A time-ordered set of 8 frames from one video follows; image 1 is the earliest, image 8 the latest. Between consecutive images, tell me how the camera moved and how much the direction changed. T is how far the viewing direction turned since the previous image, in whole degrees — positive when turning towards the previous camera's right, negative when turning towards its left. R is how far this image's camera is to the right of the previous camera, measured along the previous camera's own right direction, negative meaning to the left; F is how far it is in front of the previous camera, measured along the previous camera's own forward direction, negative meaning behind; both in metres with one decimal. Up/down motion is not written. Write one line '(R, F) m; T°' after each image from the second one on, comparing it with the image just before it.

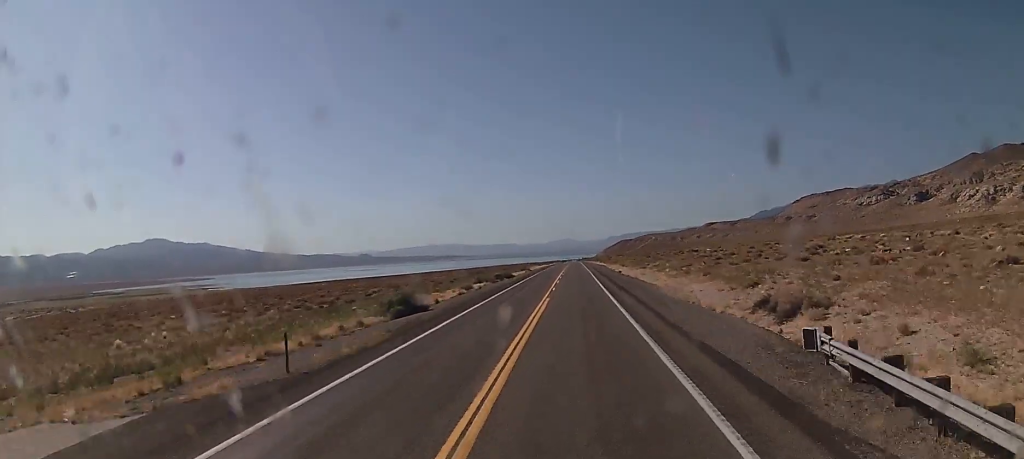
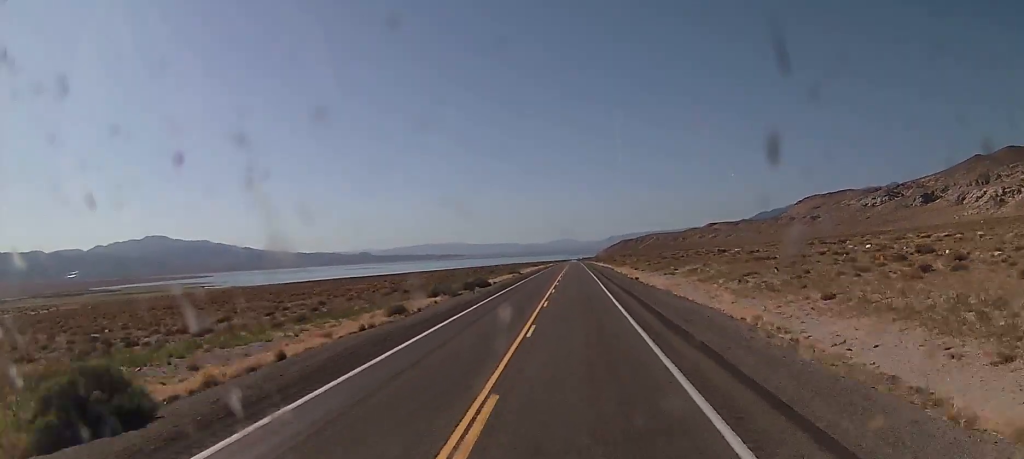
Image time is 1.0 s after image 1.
(0.0, +27.6) m; 0°
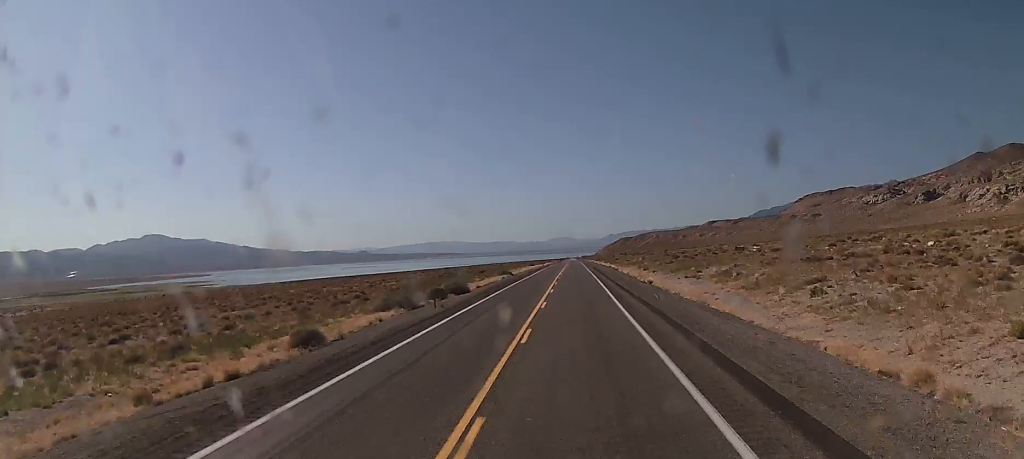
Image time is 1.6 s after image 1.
(0.0, +14.2) m; 0°
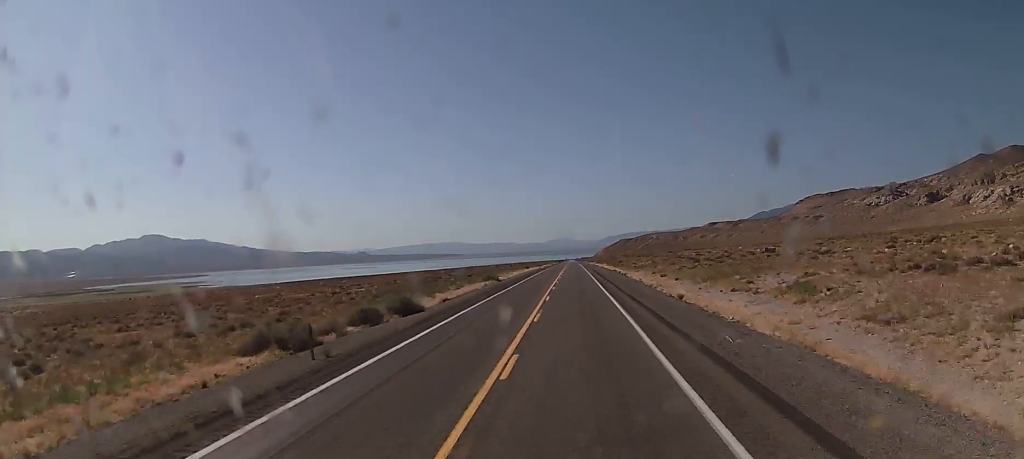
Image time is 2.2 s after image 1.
(0.0, +17.8) m; 0°
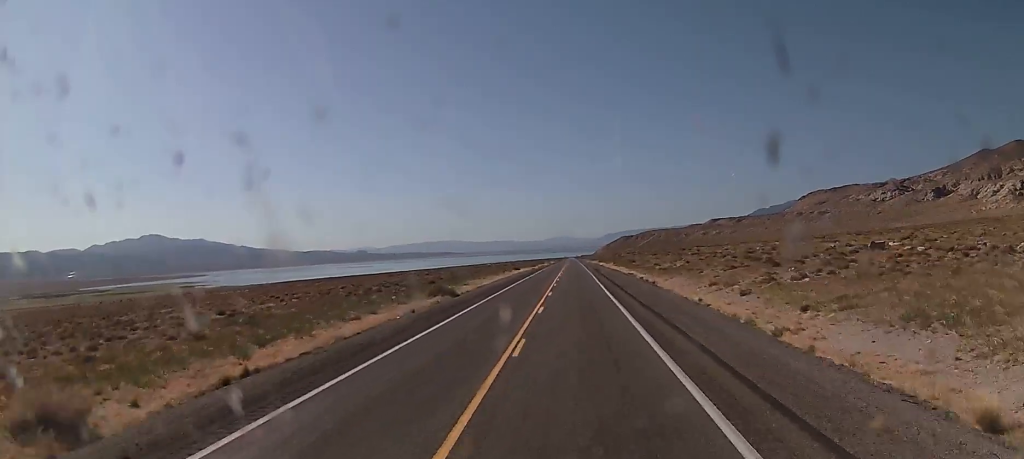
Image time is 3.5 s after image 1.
(0.0, +33.9) m; +1°
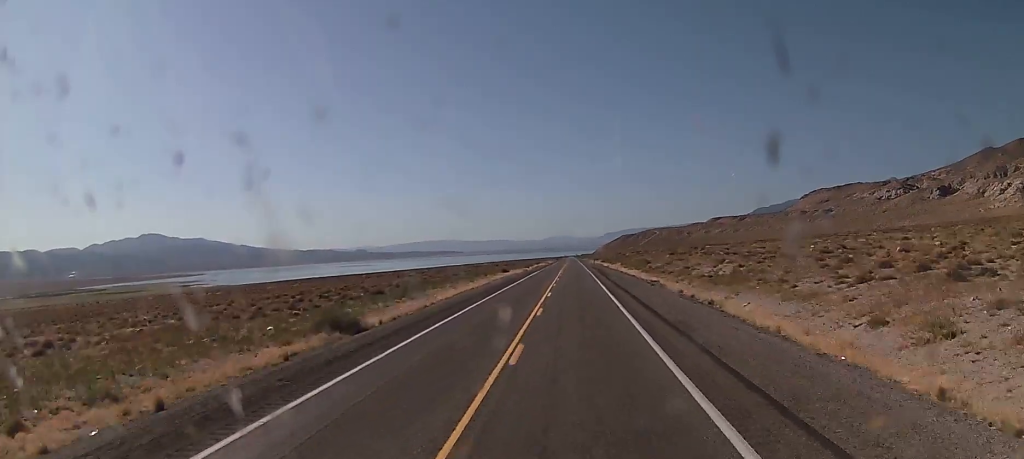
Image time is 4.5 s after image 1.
(+0.3, +25.8) m; 0°
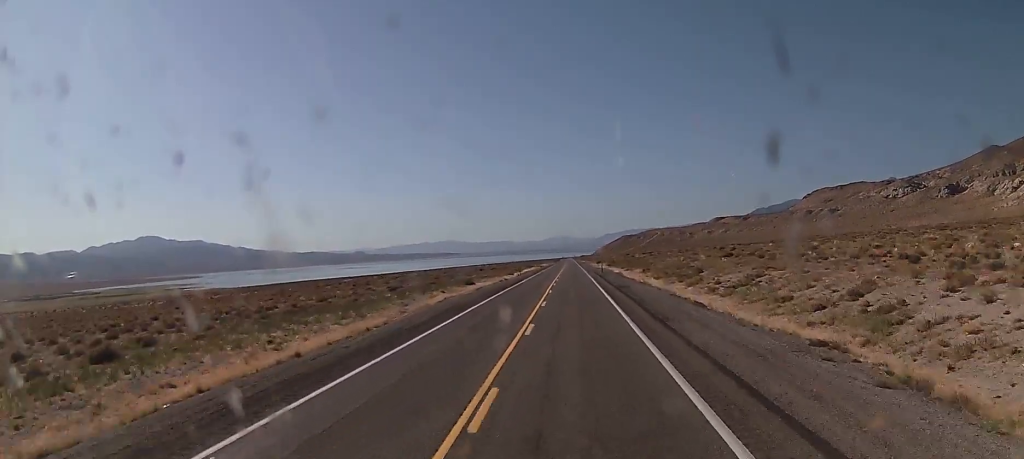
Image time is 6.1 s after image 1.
(-0.6, +42.7) m; -1°
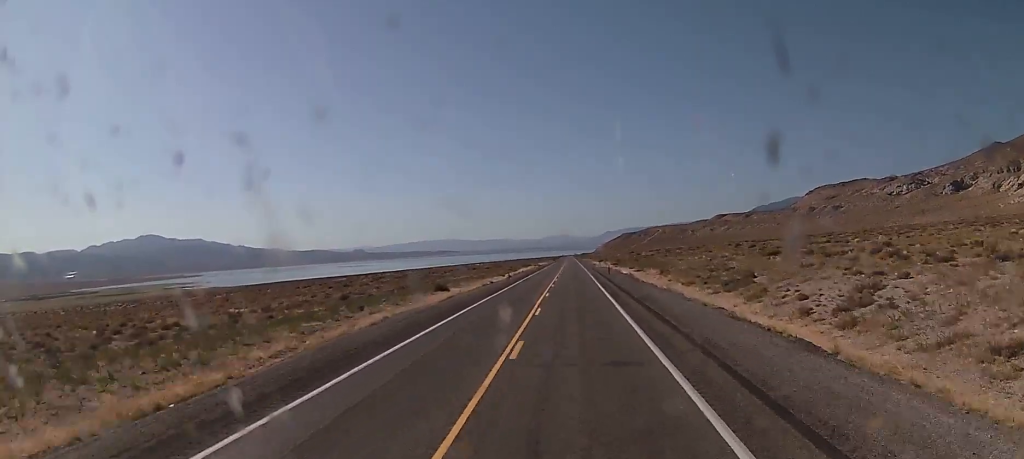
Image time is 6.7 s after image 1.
(0.0, +17.8) m; +1°
